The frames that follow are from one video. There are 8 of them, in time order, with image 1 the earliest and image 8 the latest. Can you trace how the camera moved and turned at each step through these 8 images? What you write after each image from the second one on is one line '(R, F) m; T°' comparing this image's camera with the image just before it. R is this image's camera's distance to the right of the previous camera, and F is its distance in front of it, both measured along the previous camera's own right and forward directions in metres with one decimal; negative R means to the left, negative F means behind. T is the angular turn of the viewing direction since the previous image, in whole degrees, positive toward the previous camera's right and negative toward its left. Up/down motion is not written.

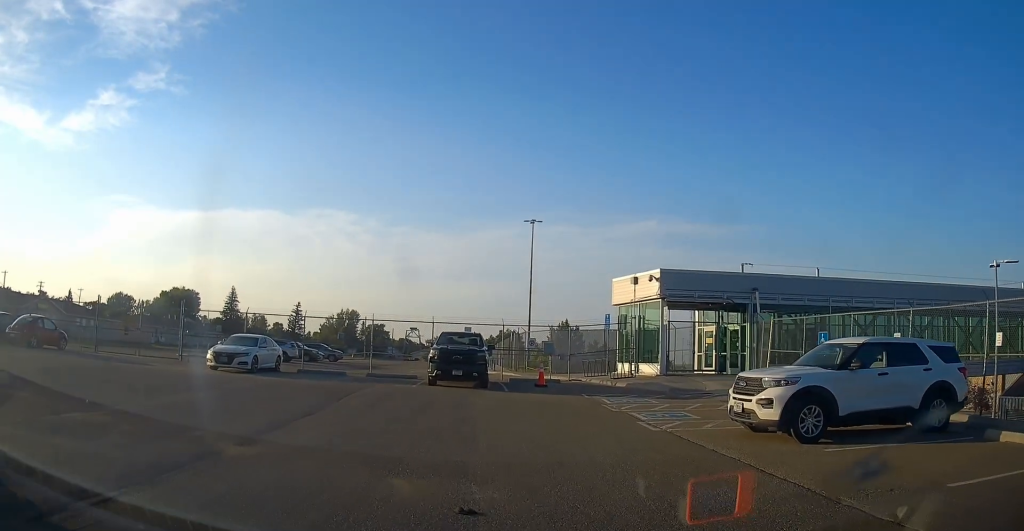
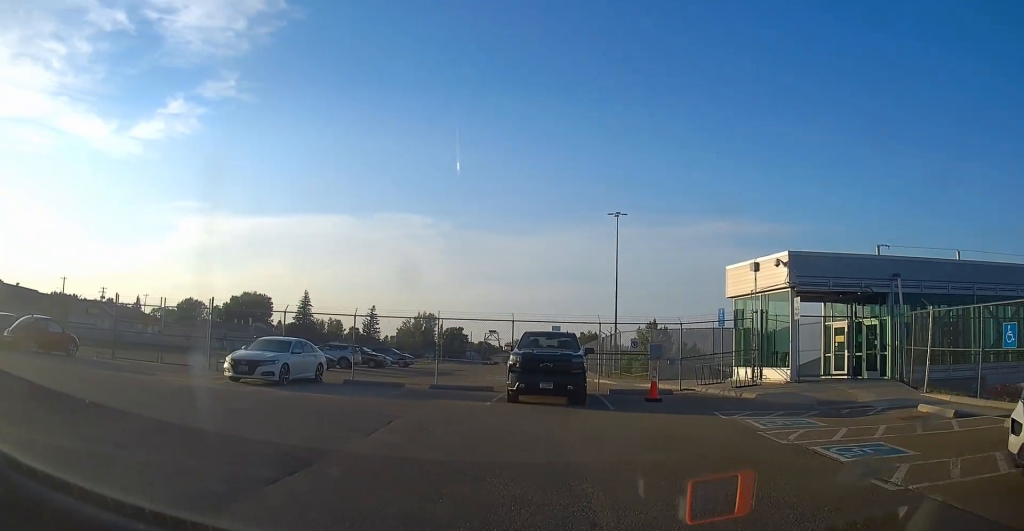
(0.0, +5.5) m; -2°
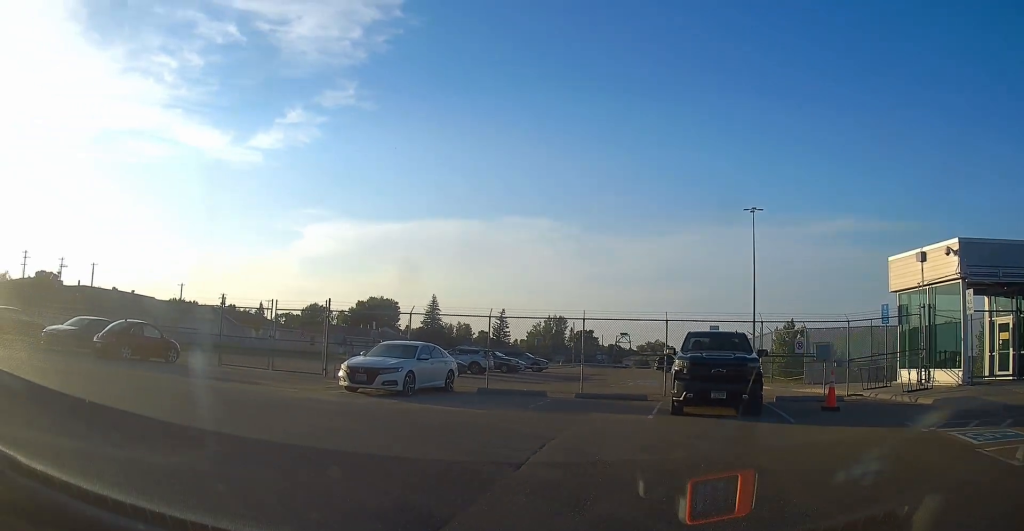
(0.0, +2.6) m; -12°
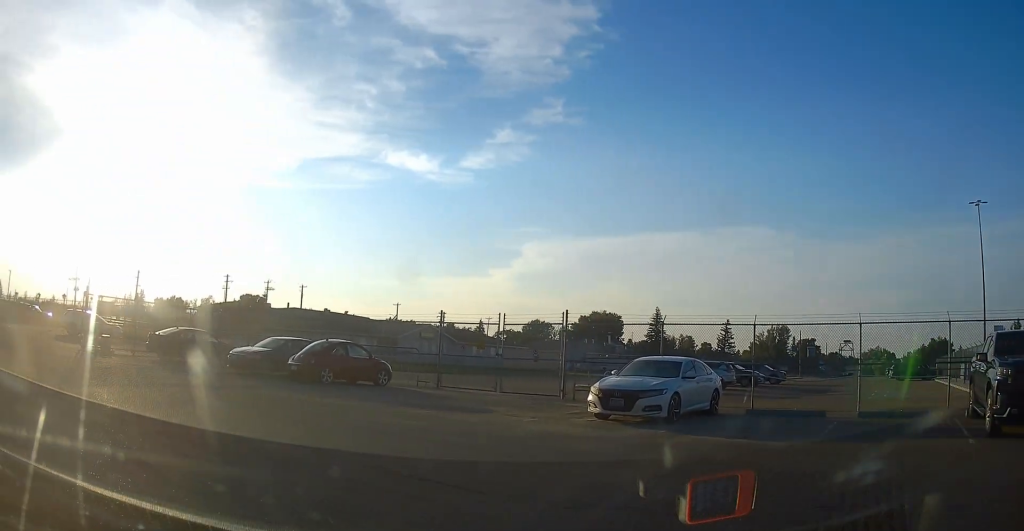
(-0.9, +3.5) m; -23°
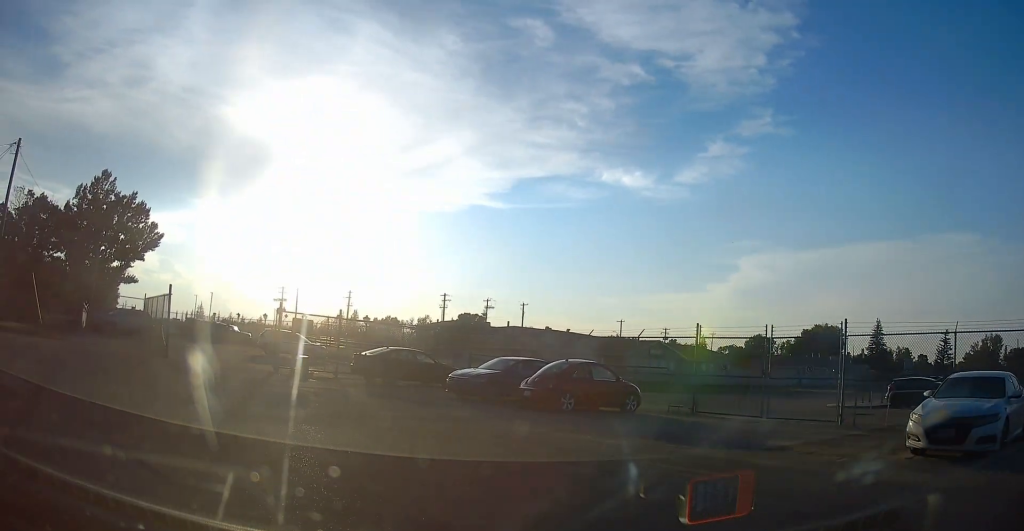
(-0.9, +3.9) m; -20°
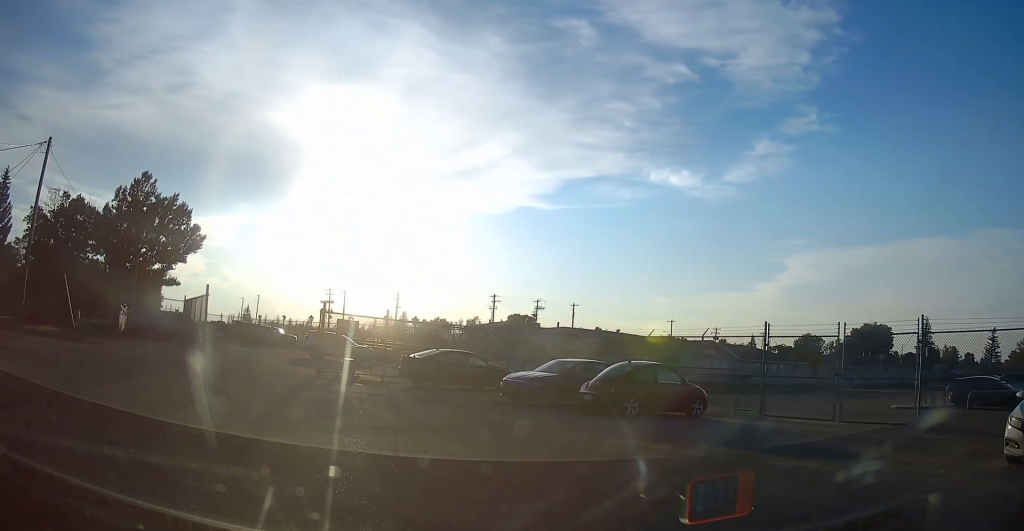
(-0.2, +1.5) m; -4°
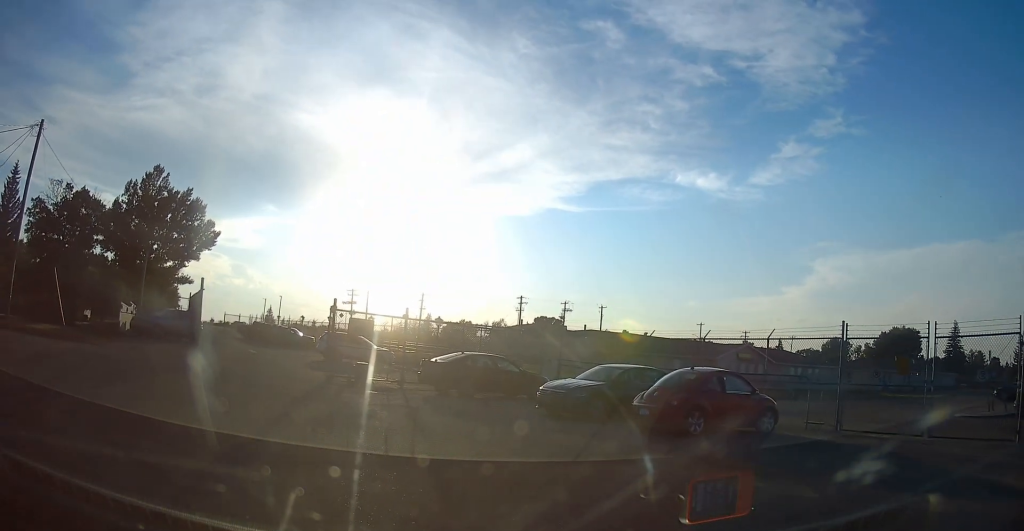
(+0.1, +3.2) m; -9°
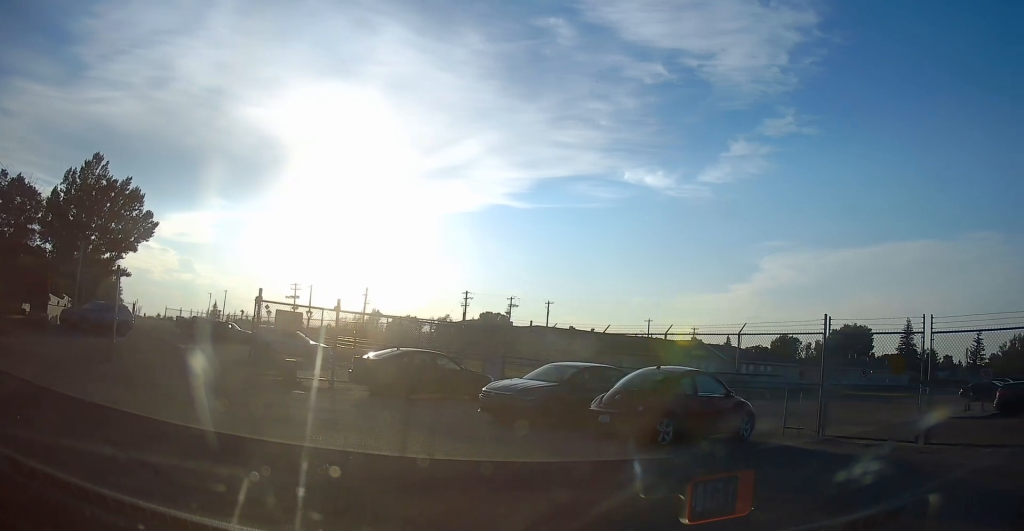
(-0.5, +2.1) m; +2°
